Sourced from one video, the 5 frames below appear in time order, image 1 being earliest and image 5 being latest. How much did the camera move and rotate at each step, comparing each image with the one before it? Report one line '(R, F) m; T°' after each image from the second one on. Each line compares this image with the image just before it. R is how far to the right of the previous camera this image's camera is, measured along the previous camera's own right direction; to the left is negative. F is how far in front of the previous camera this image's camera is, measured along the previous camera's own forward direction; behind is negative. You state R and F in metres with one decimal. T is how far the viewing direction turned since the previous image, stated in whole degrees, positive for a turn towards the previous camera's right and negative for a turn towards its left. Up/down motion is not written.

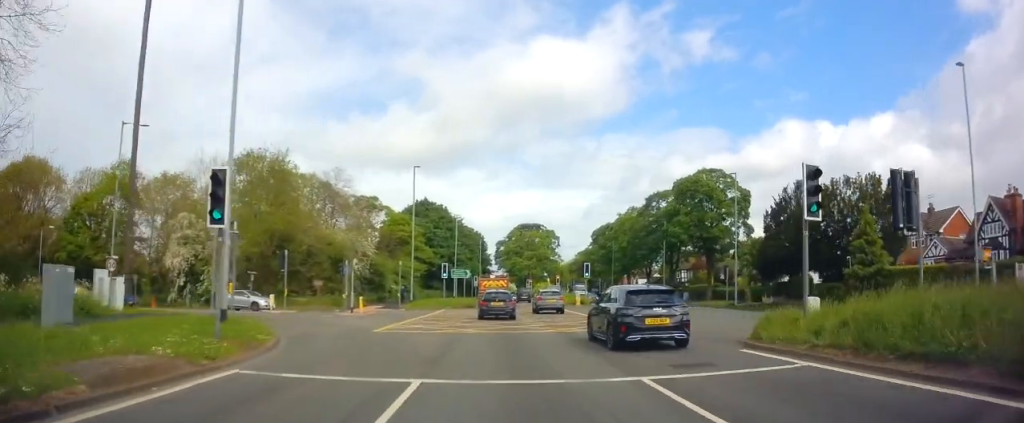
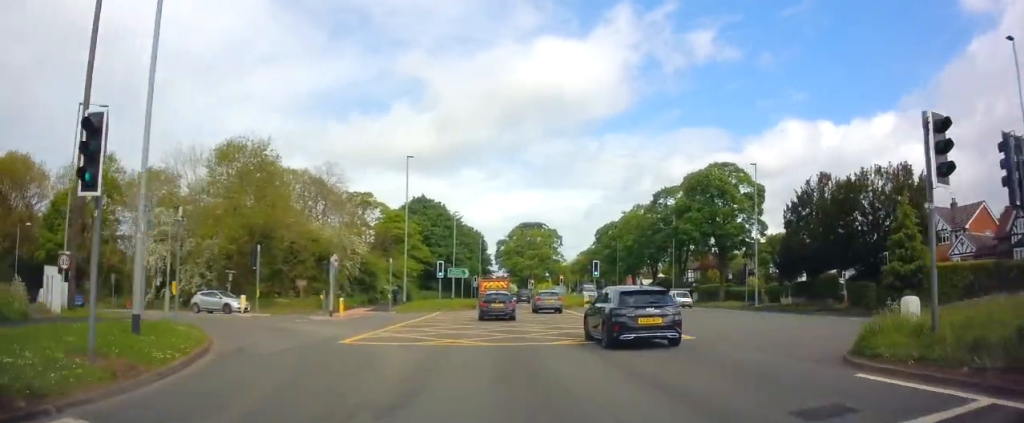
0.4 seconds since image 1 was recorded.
(0.0, +4.0) m; 0°
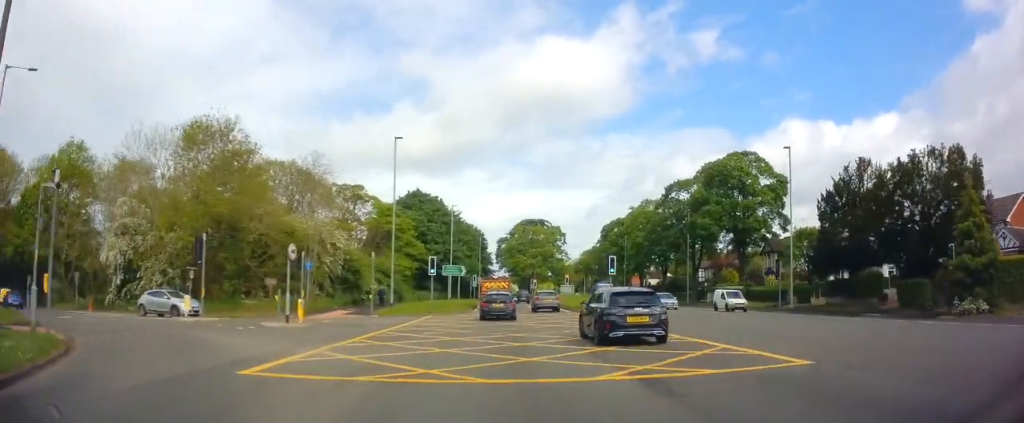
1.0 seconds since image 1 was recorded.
(0.0, +5.8) m; 0°
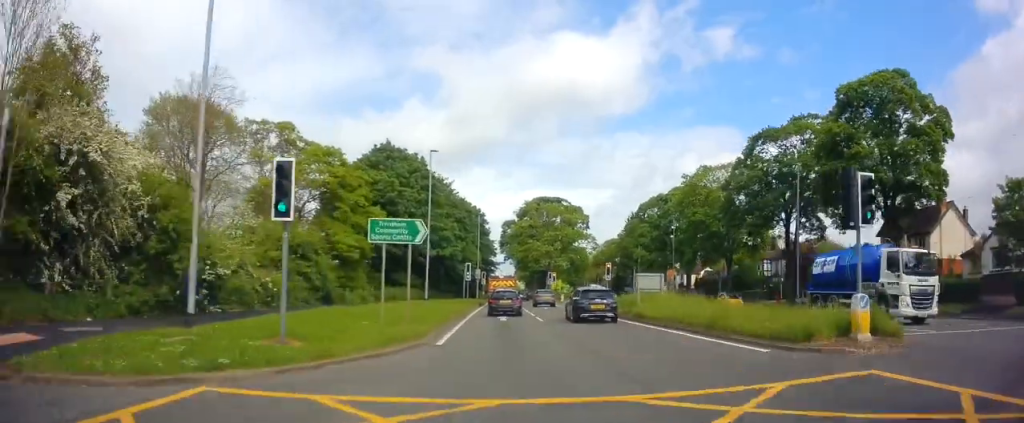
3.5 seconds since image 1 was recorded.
(-0.1, +27.8) m; 0°
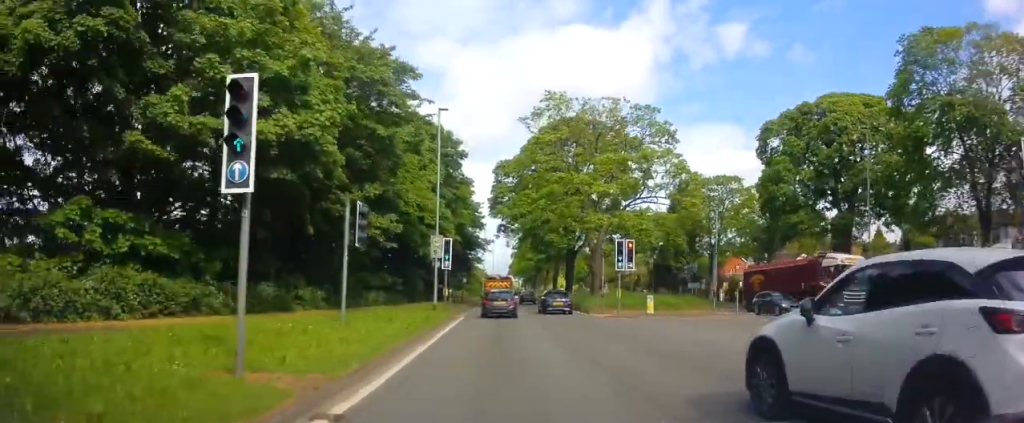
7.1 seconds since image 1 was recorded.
(+0.3, +47.5) m; +2°
